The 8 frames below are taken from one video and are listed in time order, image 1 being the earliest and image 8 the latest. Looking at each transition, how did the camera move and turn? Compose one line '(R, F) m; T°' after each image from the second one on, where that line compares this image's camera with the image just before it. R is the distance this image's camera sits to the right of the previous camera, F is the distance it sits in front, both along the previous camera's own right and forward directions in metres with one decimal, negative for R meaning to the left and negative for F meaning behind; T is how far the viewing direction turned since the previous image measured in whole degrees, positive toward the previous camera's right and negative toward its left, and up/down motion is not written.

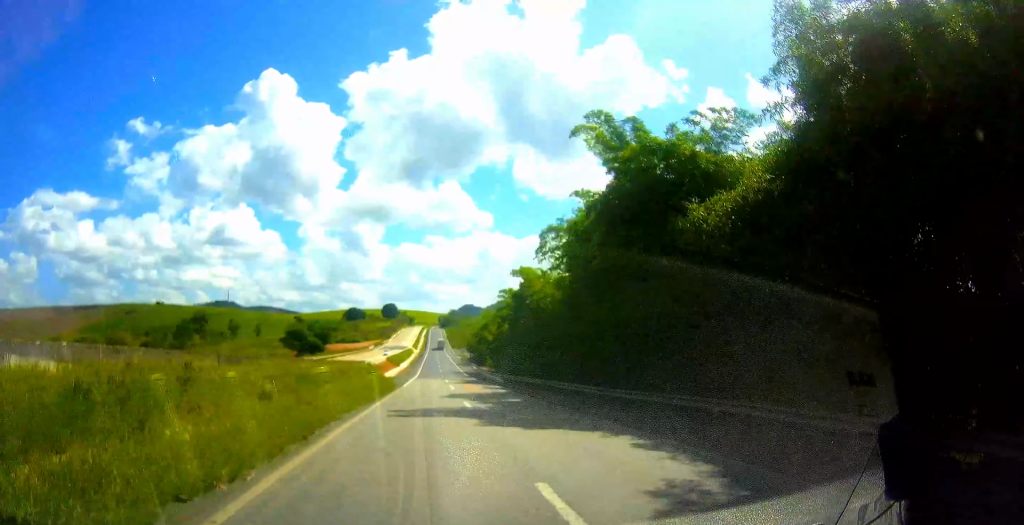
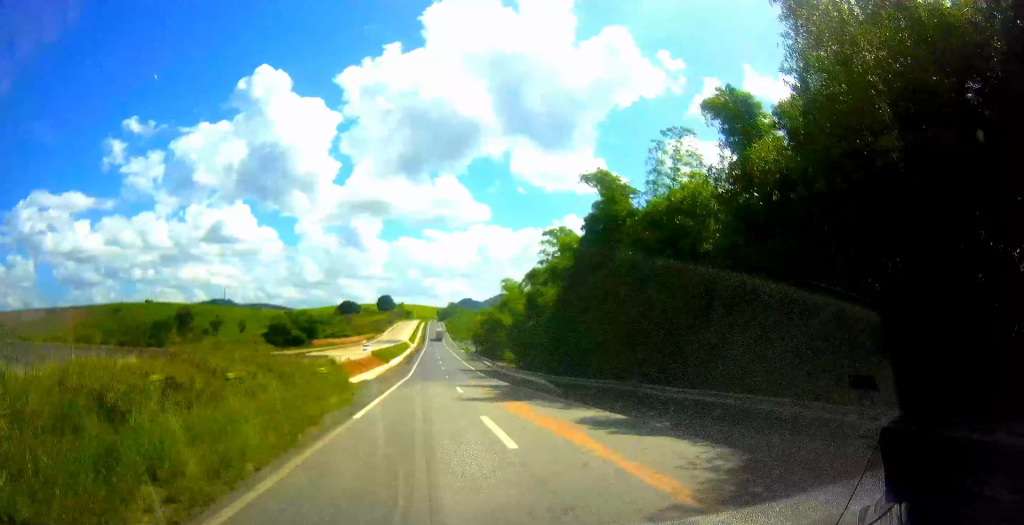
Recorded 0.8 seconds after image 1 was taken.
(-0.3, +25.3) m; 0°
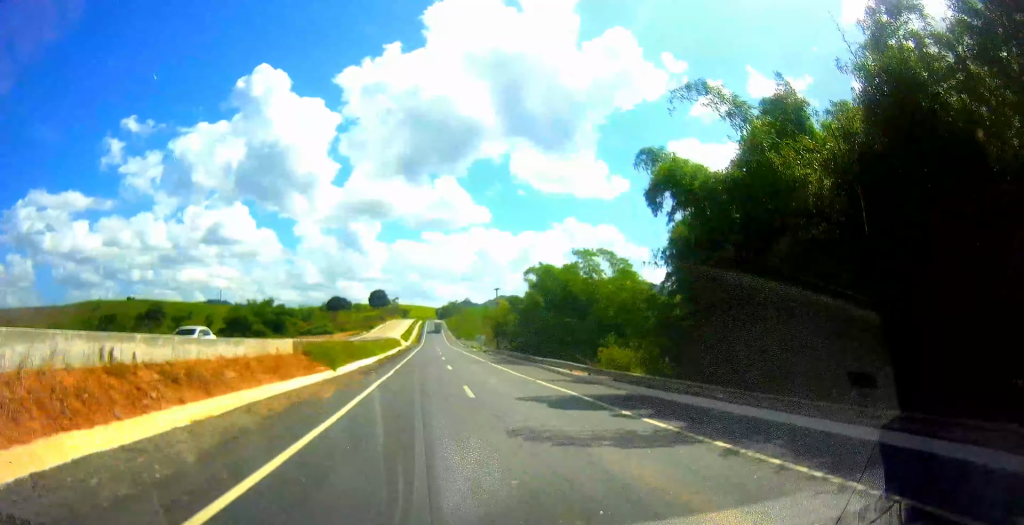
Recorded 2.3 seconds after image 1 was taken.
(+0.4, +45.7) m; +1°
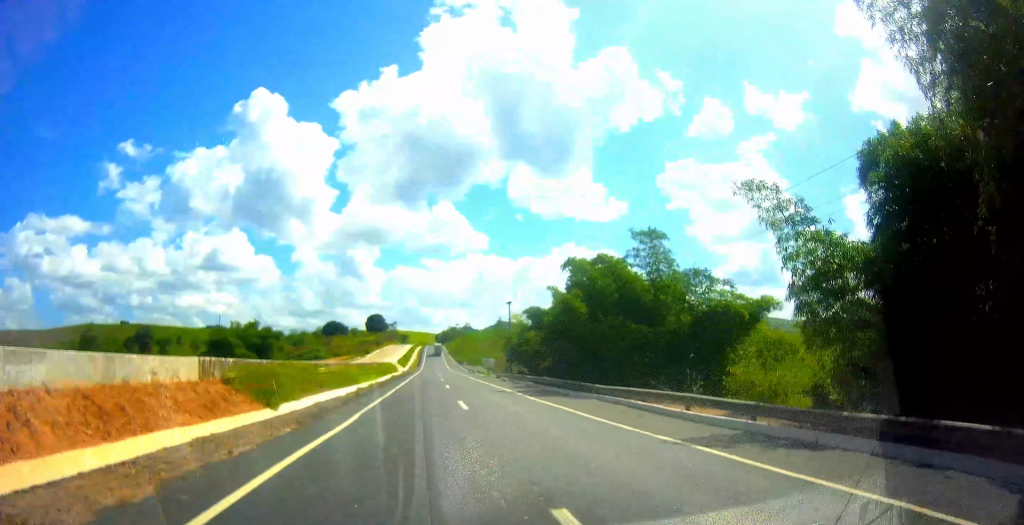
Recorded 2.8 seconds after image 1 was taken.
(-0.1, +15.5) m; 0°
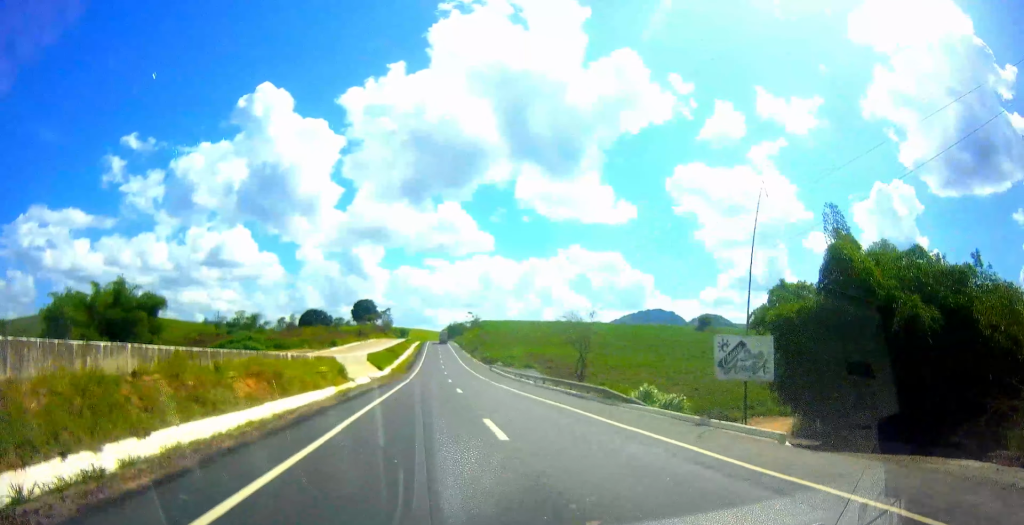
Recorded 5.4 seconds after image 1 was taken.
(-1.1, +79.1) m; -1°
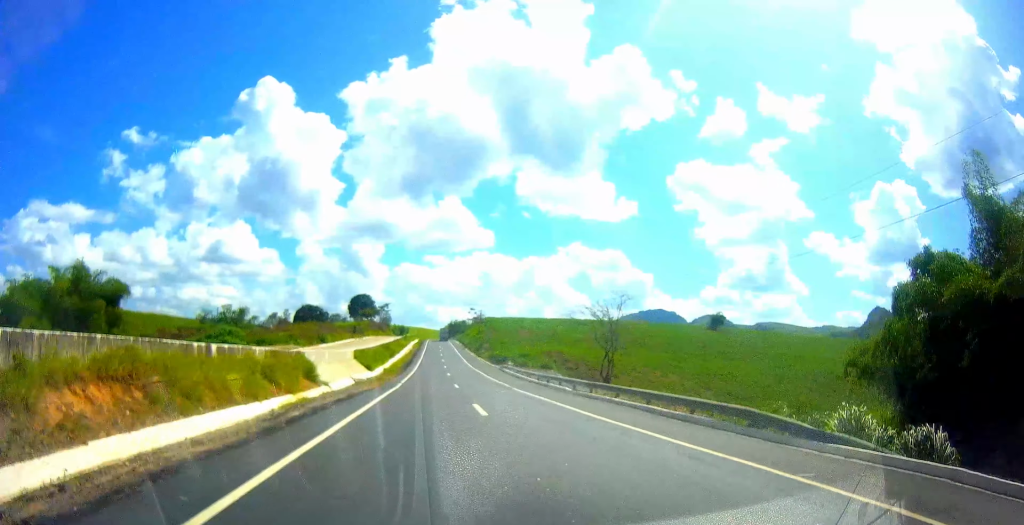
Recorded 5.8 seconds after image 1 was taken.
(0.0, +13.0) m; 0°
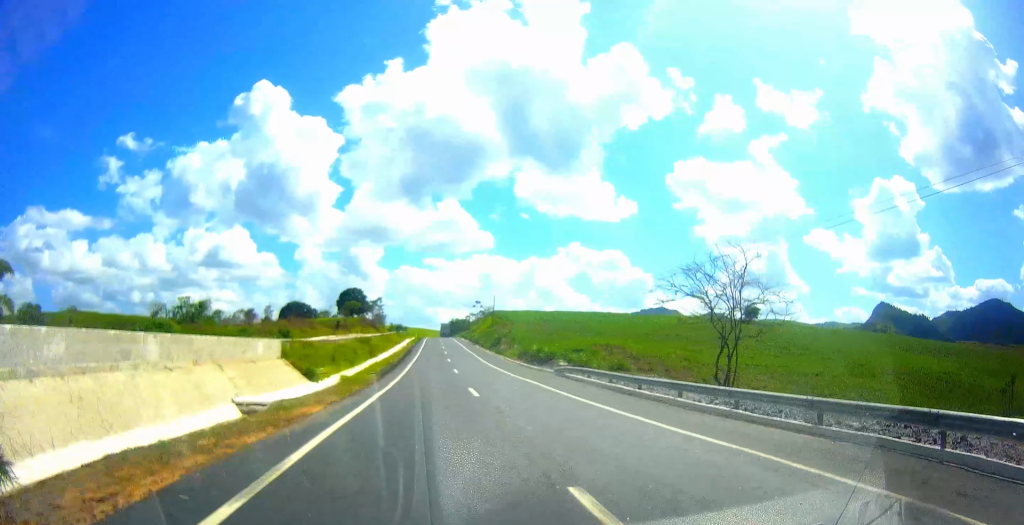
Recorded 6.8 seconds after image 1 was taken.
(0.0, +31.0) m; 0°
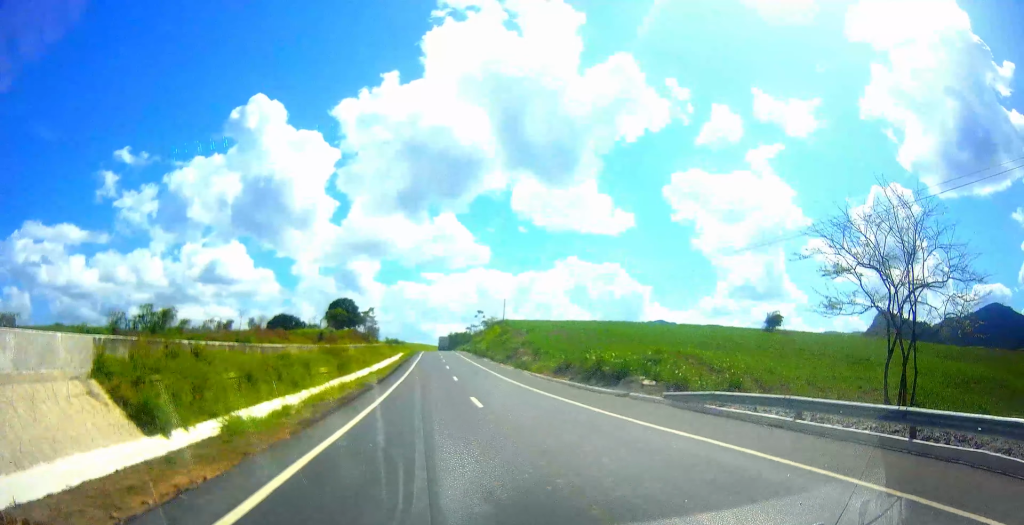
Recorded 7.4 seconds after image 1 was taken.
(0.0, +19.3) m; 0°
